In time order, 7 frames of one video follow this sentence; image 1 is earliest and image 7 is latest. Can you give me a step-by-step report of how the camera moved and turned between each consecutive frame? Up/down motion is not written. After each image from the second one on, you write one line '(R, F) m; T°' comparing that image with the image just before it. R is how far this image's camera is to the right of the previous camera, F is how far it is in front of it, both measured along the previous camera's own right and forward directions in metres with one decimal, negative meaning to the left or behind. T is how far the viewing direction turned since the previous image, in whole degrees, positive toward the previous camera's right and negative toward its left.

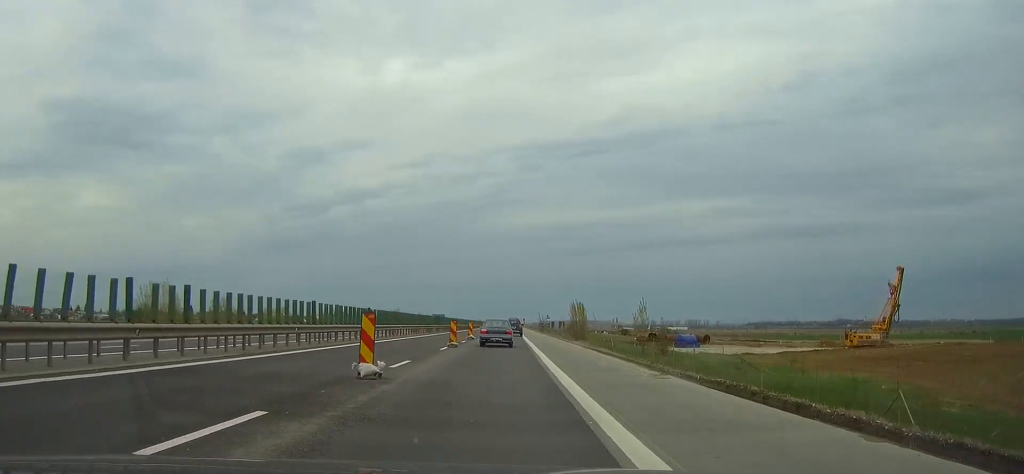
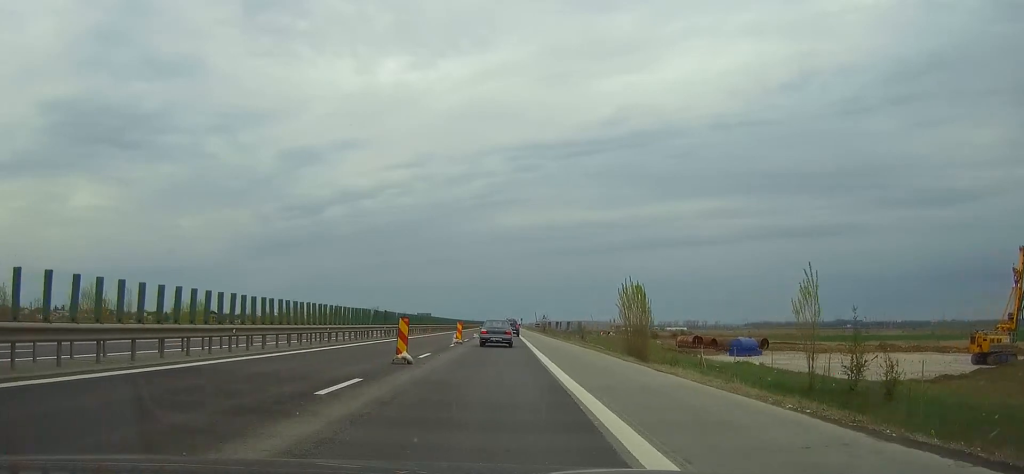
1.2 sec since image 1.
(+0.2, +31.1) m; +1°
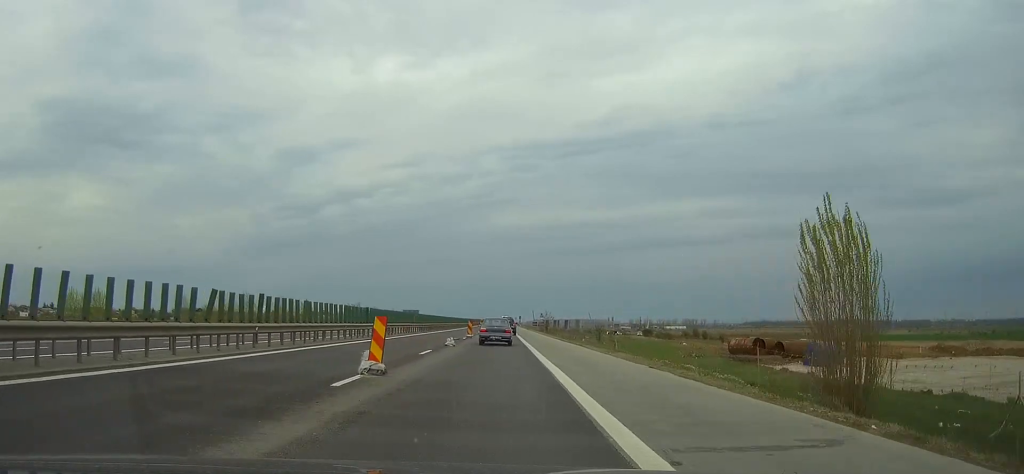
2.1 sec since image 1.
(0.0, +23.0) m; 0°
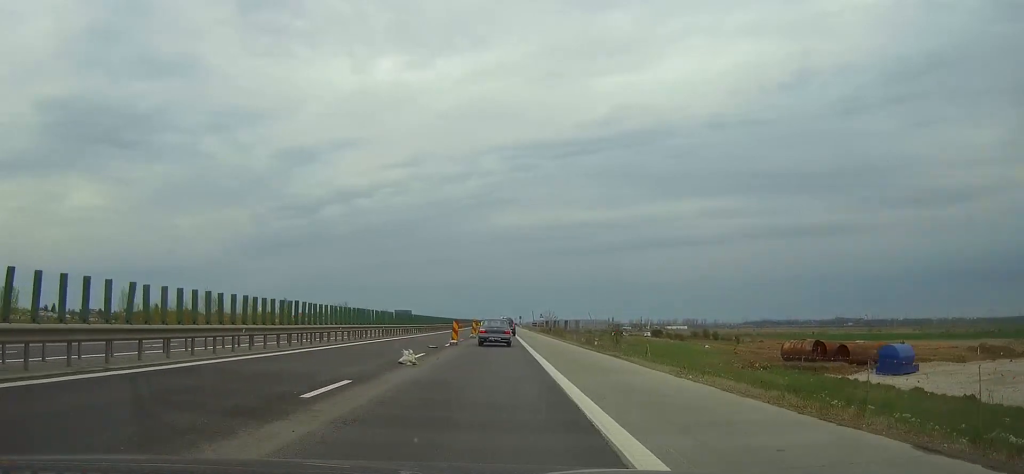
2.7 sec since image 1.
(0.0, +13.7) m; 0°
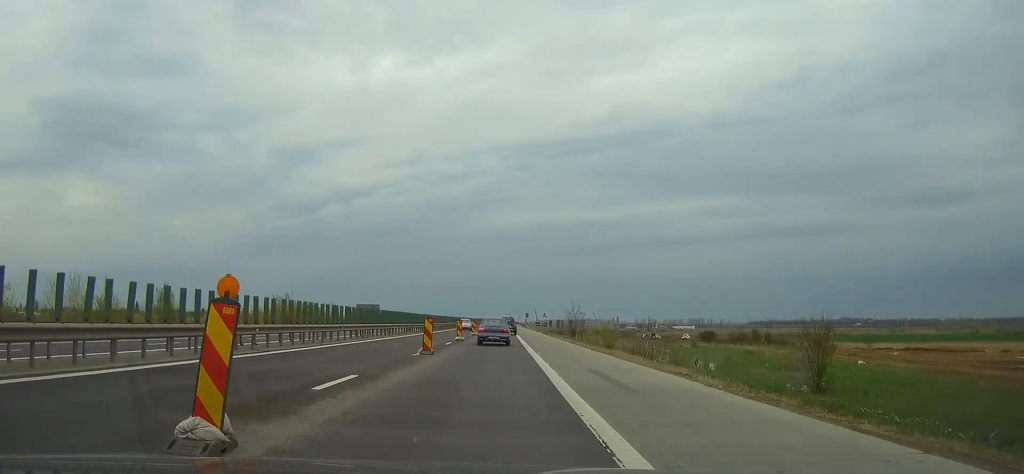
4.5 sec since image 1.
(+0.2, +46.8) m; 0°
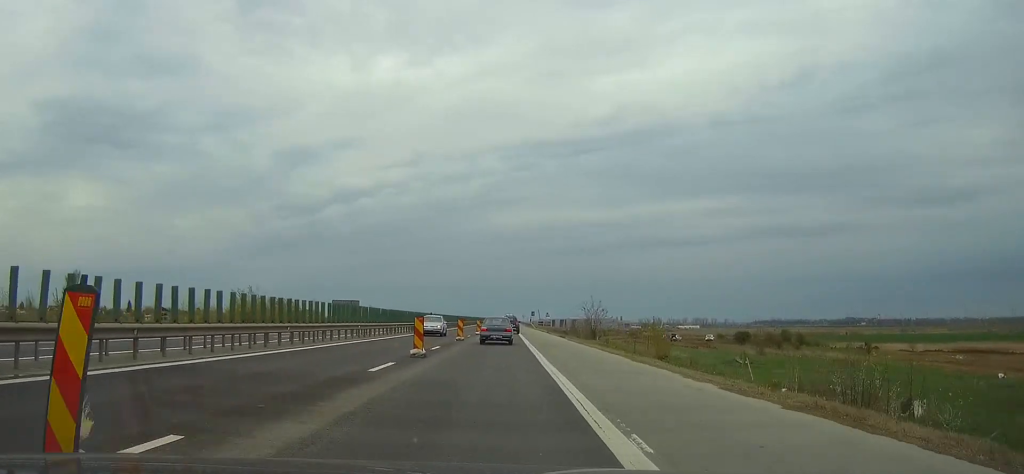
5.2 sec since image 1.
(-0.1, +20.2) m; 0°
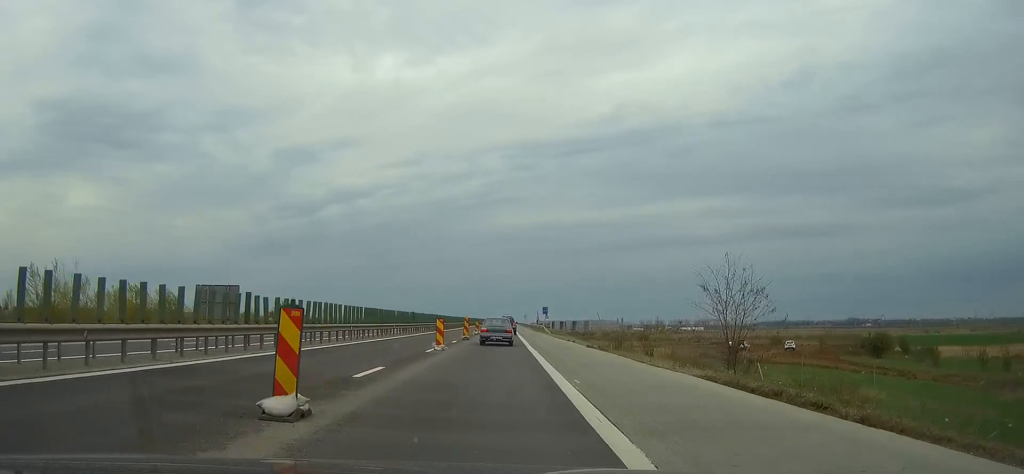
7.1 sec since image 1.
(+0.1, +50.2) m; 0°
